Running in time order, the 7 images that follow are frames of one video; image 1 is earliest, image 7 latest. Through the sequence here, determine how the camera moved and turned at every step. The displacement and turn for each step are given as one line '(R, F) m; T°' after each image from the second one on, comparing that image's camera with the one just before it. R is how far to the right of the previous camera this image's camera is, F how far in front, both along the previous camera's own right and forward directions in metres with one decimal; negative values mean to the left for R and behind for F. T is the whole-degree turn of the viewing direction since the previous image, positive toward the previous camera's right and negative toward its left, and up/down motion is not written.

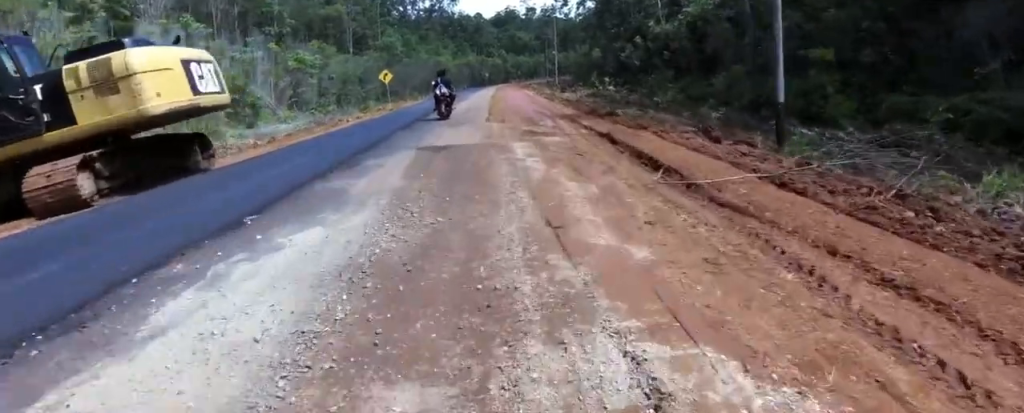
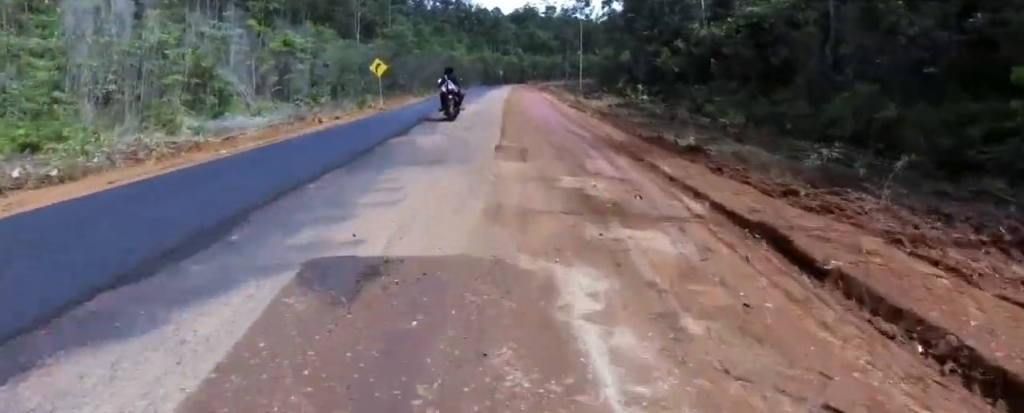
(-0.2, +6.8) m; -1°
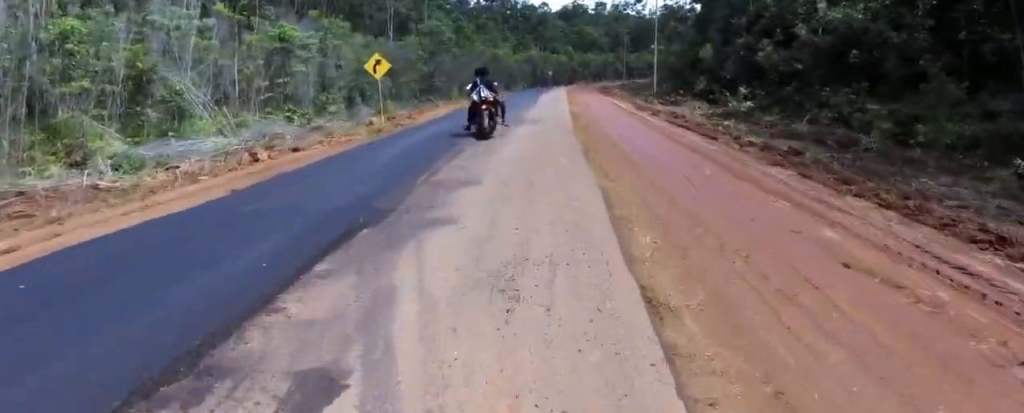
(0.0, +10.3) m; +1°
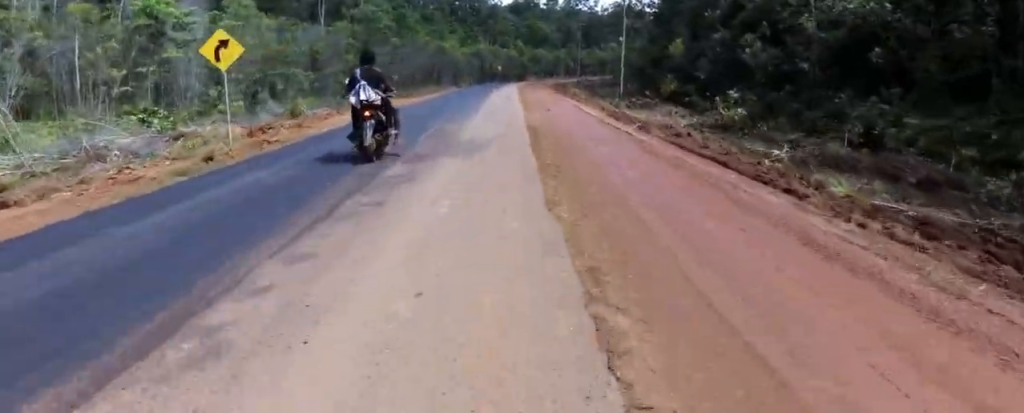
(+0.1, +7.3) m; +5°
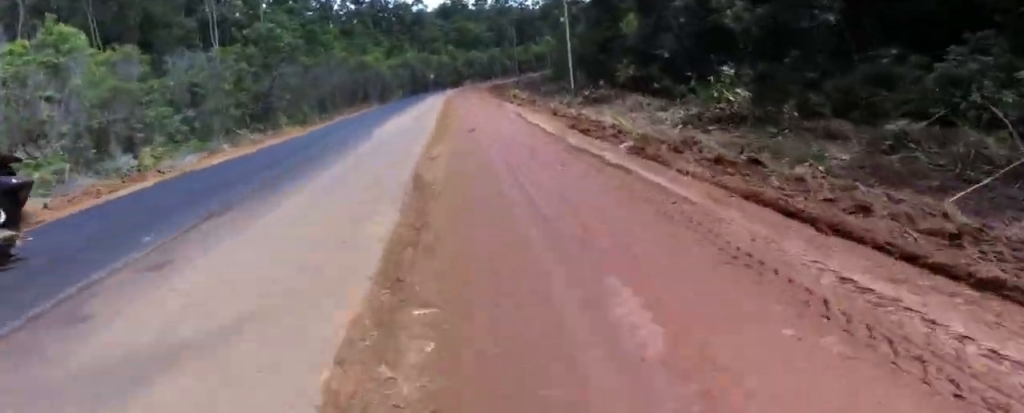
(+1.0, +8.8) m; +9°
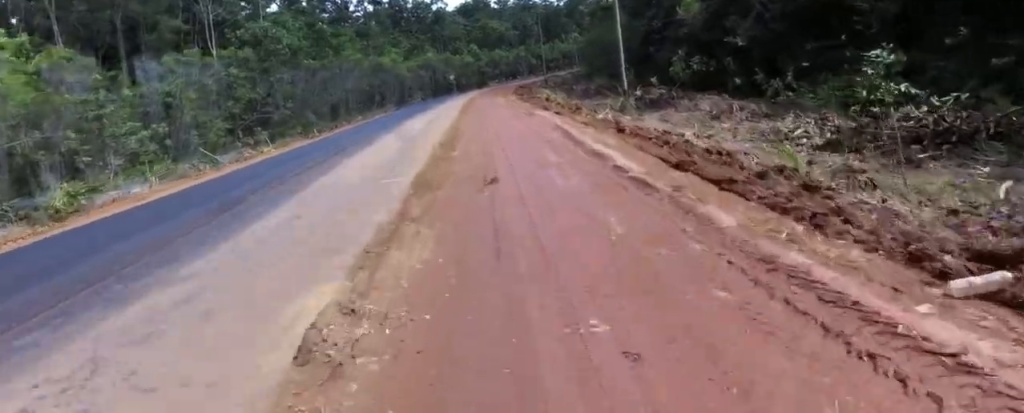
(+0.1, +6.9) m; -6°
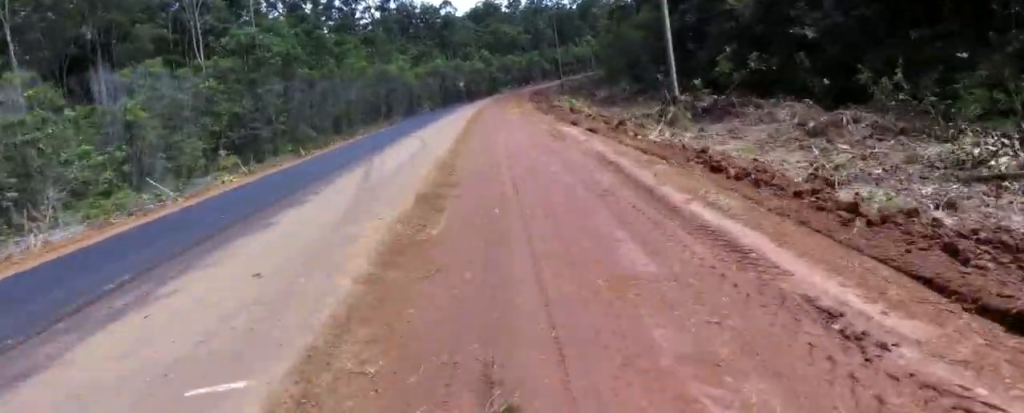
(-0.6, +4.9) m; -7°
